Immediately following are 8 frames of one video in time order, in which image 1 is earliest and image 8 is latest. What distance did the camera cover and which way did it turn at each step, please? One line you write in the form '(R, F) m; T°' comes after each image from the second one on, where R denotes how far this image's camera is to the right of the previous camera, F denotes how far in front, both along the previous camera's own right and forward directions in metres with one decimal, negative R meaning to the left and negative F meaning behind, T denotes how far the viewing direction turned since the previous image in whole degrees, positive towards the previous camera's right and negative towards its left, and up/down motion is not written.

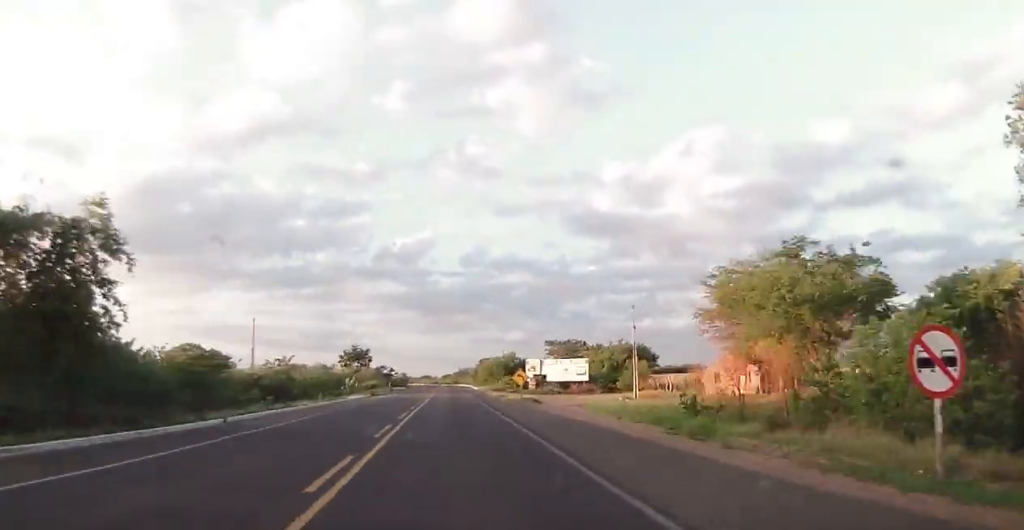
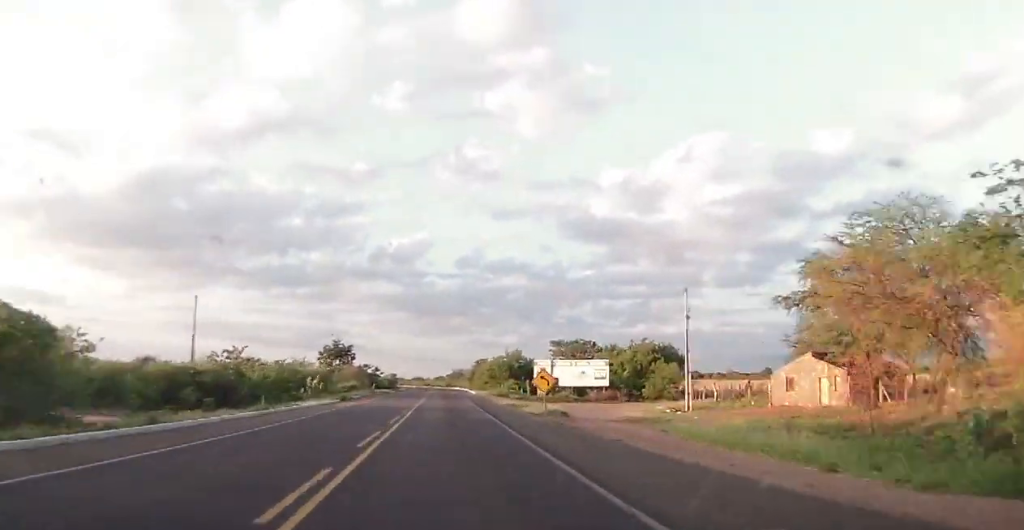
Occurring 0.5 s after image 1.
(0.0, +16.0) m; 0°
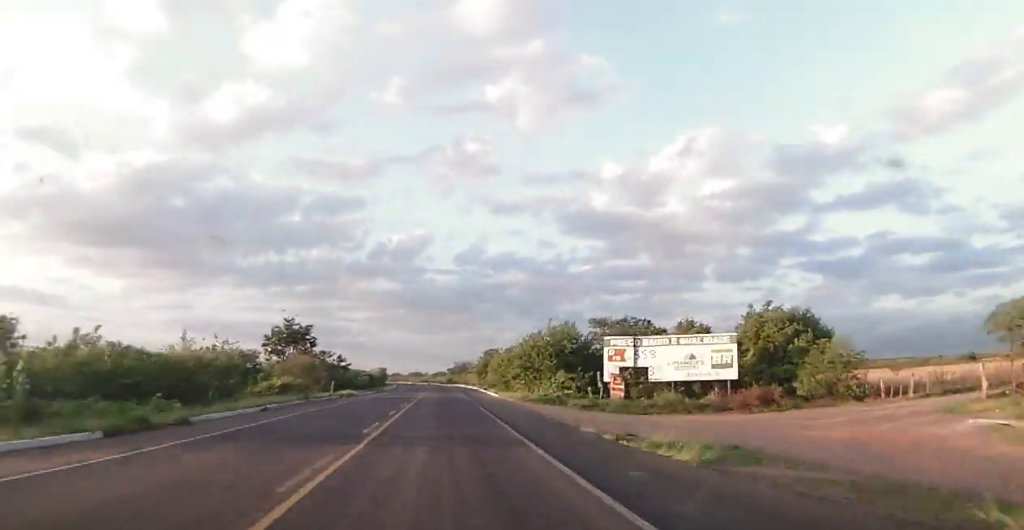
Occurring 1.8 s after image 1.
(-0.3, +36.8) m; 0°
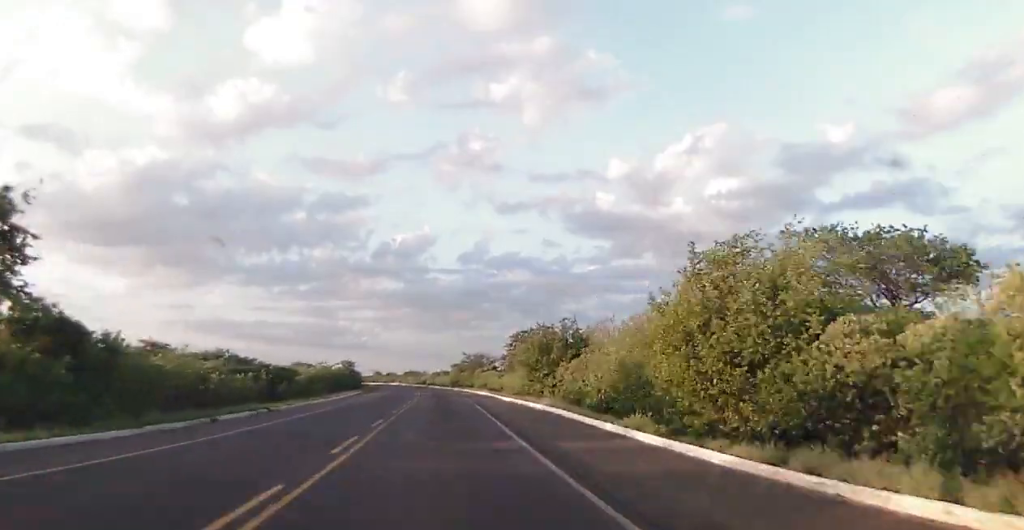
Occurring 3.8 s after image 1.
(+0.5, +61.1) m; 0°
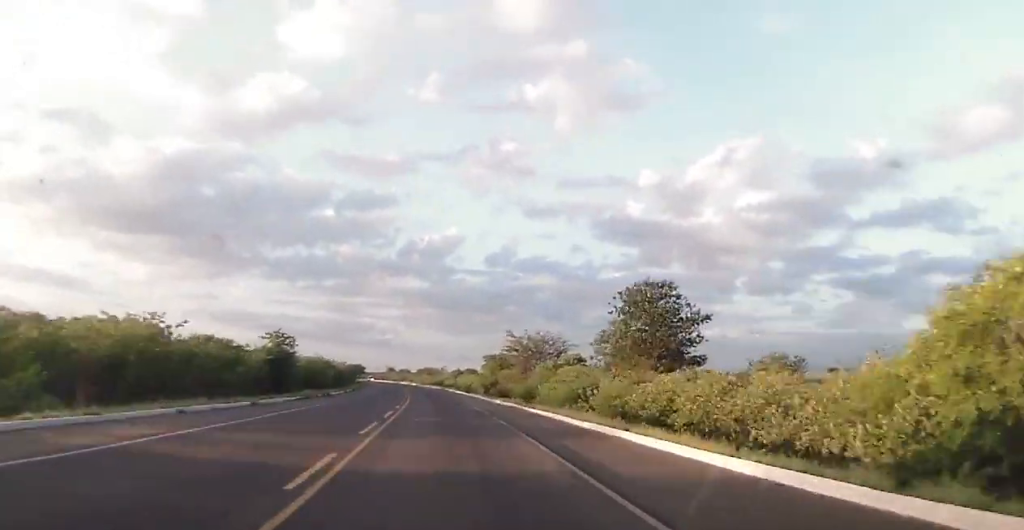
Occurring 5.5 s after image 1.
(+0.1, +51.3) m; 0°
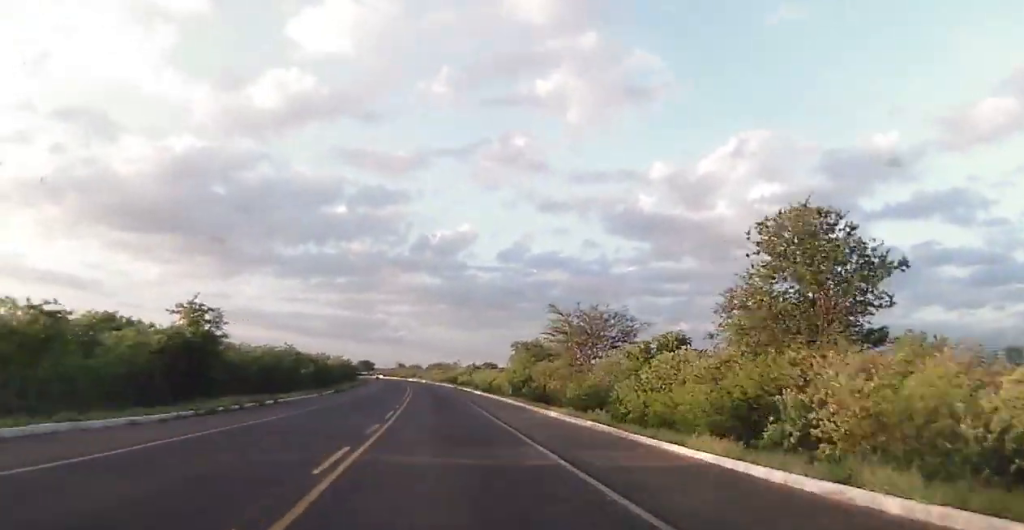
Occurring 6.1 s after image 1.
(0.0, +19.1) m; -1°
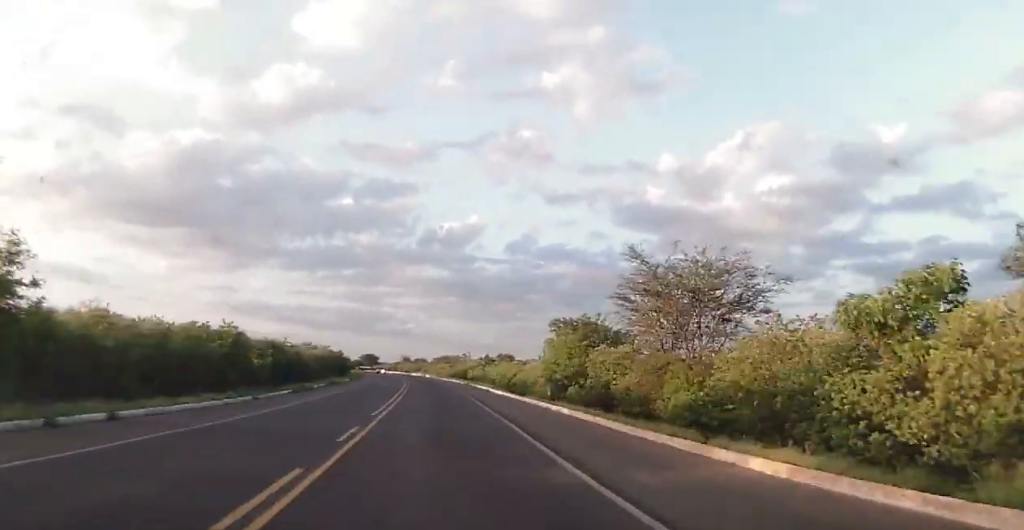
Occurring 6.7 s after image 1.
(-0.1, +17.1) m; -1°
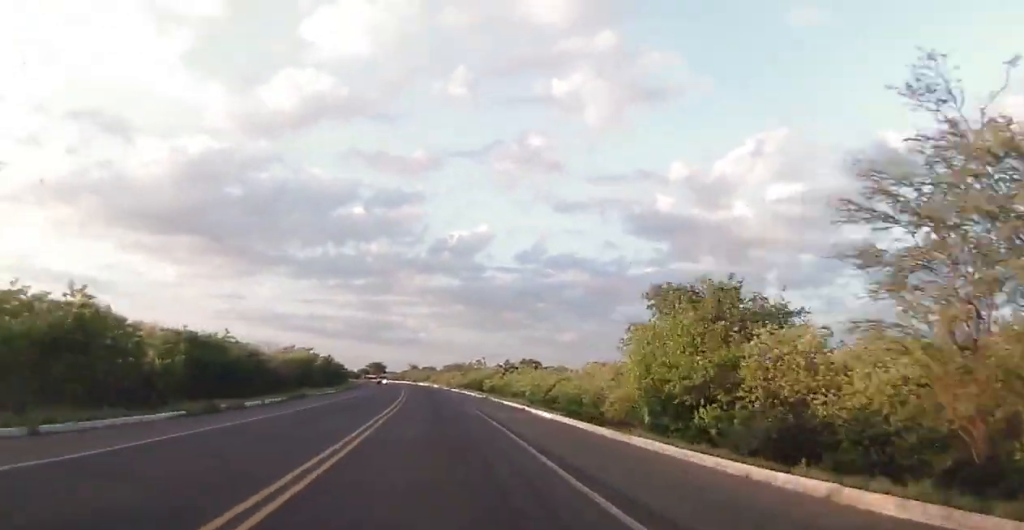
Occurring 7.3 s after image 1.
(-0.2, +17.2) m; -1°
